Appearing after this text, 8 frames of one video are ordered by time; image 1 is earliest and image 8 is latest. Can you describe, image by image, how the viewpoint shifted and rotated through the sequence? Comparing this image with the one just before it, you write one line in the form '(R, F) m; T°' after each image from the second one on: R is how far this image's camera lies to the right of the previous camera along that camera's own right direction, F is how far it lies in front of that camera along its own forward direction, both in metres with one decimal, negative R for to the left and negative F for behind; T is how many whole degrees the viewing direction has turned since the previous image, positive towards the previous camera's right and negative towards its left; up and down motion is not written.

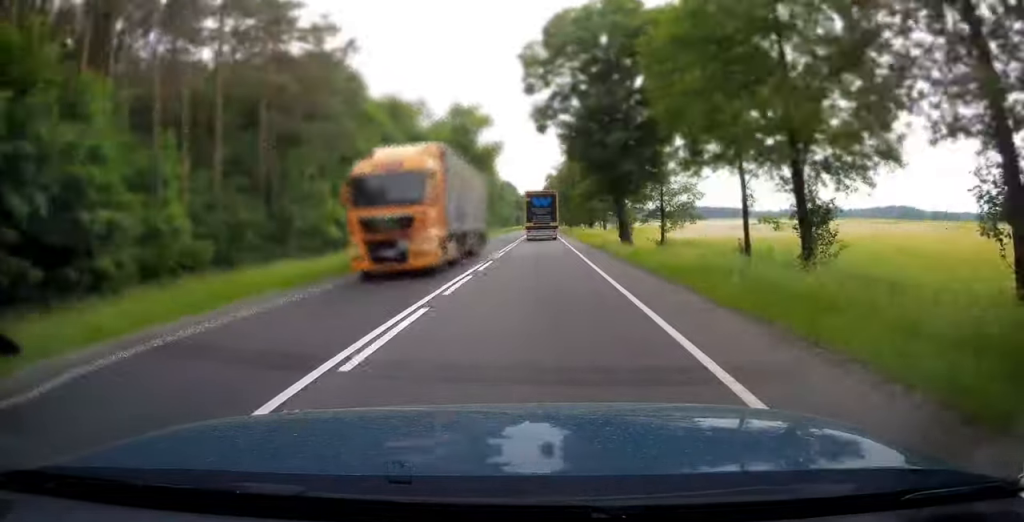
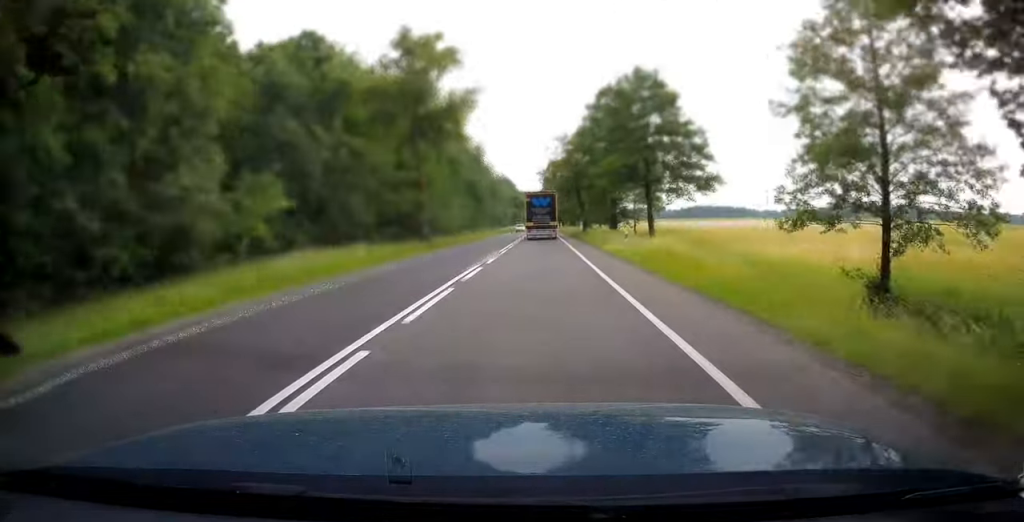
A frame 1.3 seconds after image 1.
(-0.2, +28.2) m; 0°
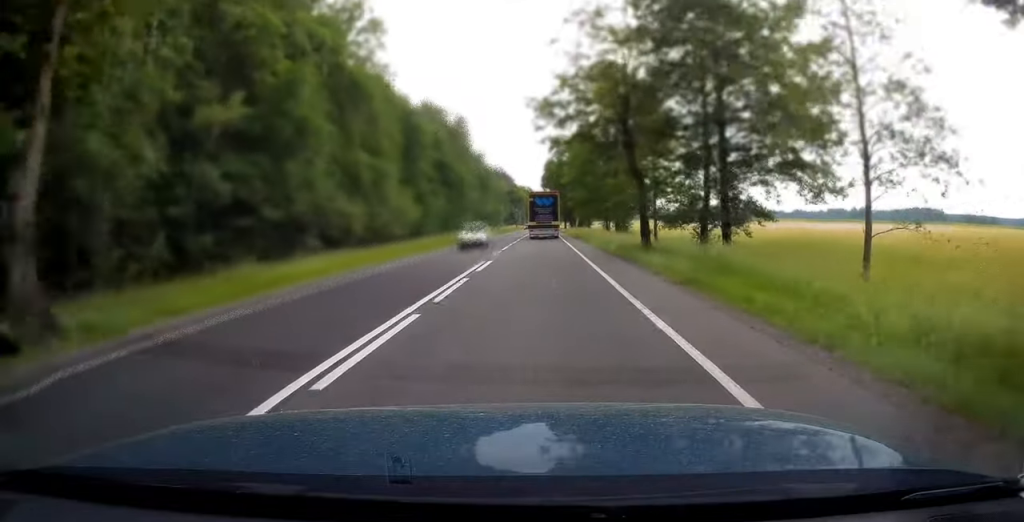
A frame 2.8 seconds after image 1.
(-0.1, +35.0) m; 0°
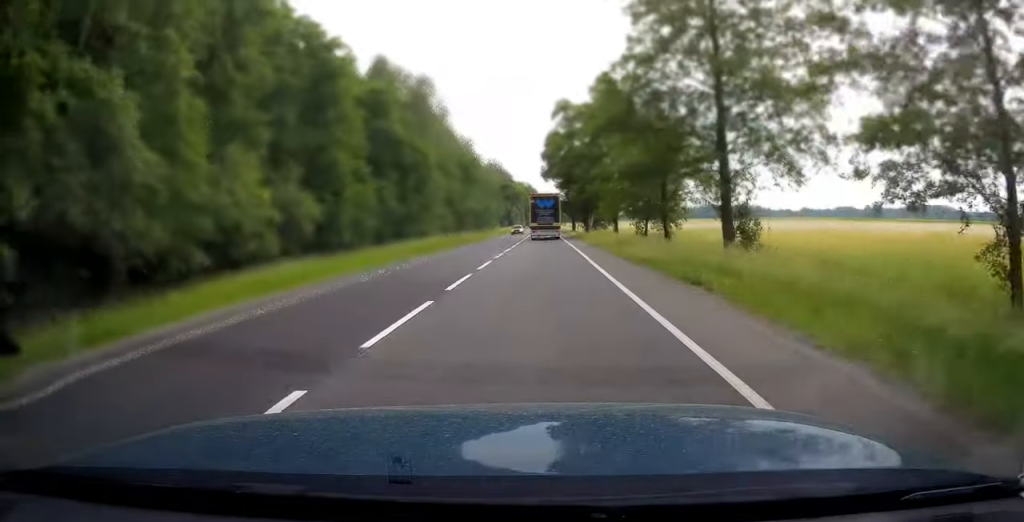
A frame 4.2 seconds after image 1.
(0.0, +30.6) m; 0°
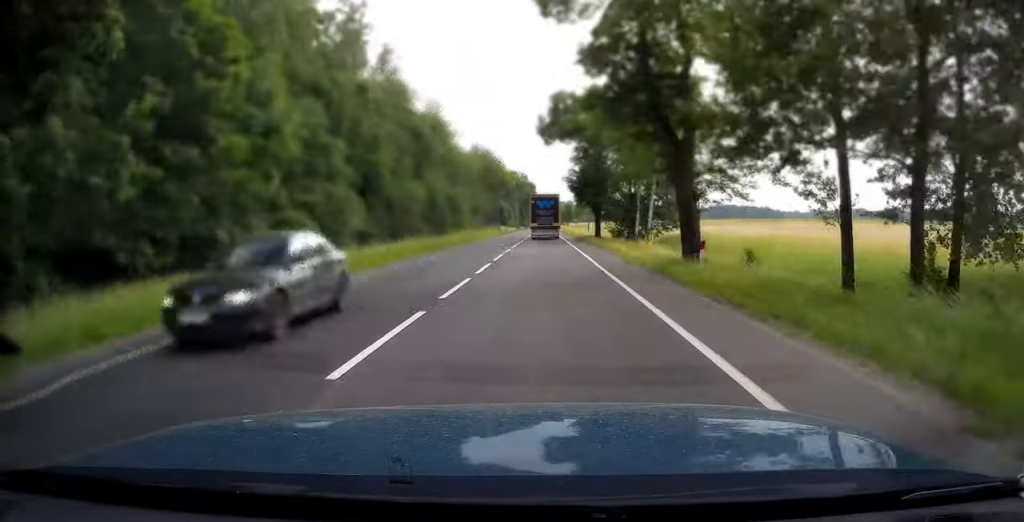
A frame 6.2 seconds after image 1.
(0.0, +44.4) m; 0°
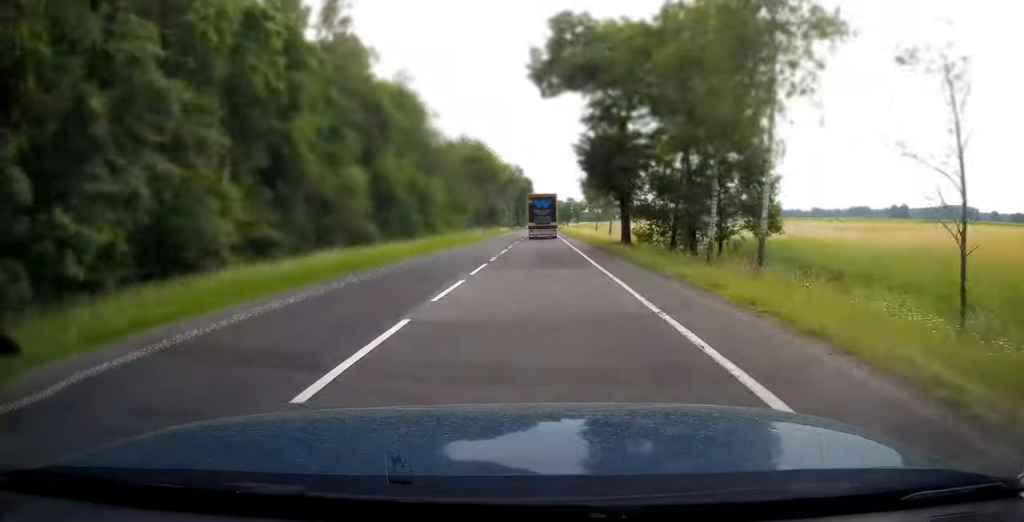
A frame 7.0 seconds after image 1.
(+0.1, +19.0) m; 0°
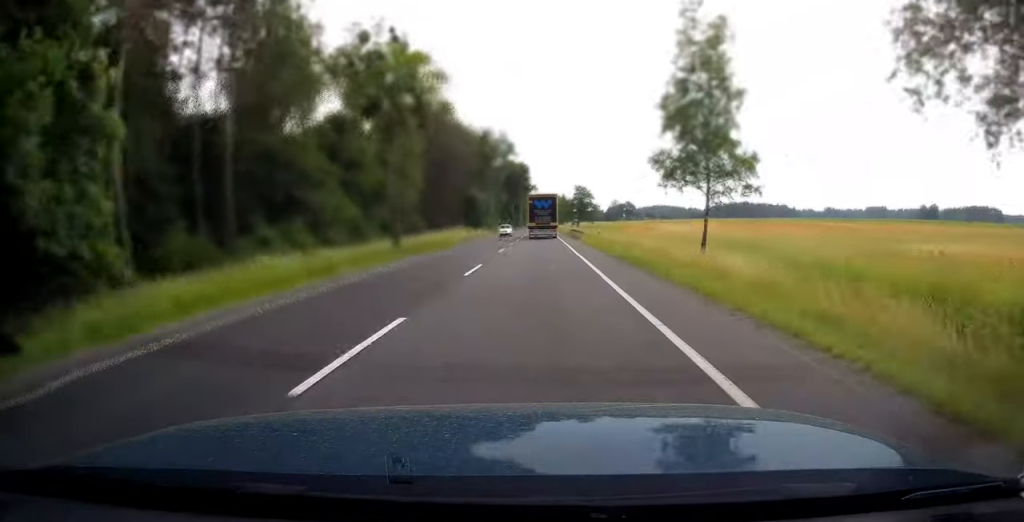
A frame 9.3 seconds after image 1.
(-0.1, +53.7) m; -1°
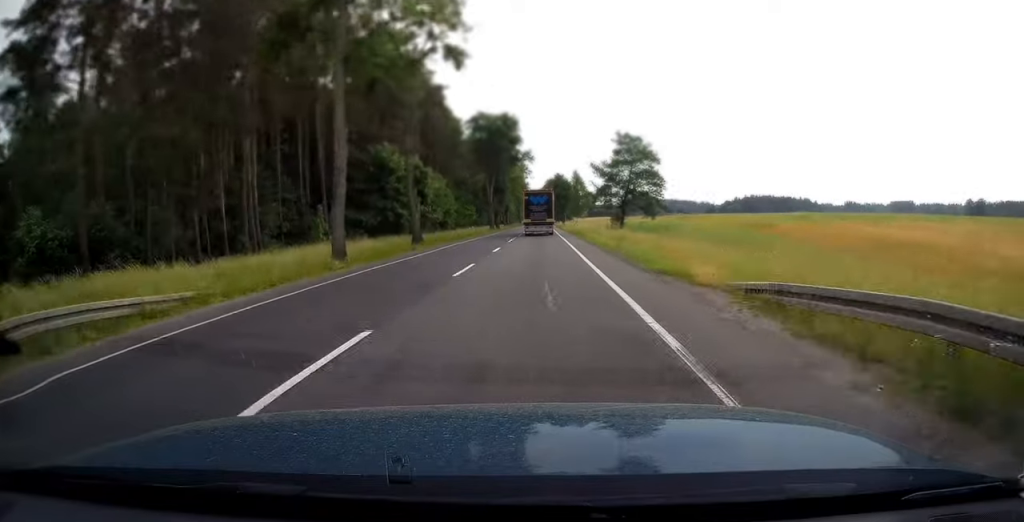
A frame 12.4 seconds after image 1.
(-0.3, +72.1) m; 0°
